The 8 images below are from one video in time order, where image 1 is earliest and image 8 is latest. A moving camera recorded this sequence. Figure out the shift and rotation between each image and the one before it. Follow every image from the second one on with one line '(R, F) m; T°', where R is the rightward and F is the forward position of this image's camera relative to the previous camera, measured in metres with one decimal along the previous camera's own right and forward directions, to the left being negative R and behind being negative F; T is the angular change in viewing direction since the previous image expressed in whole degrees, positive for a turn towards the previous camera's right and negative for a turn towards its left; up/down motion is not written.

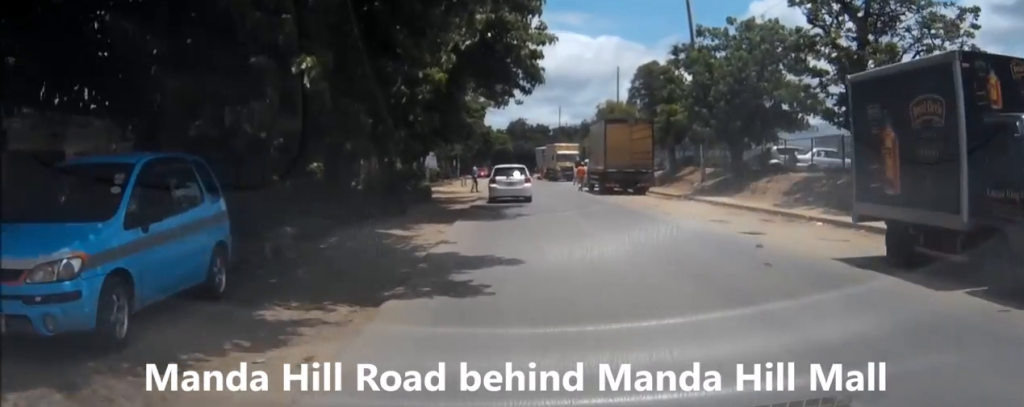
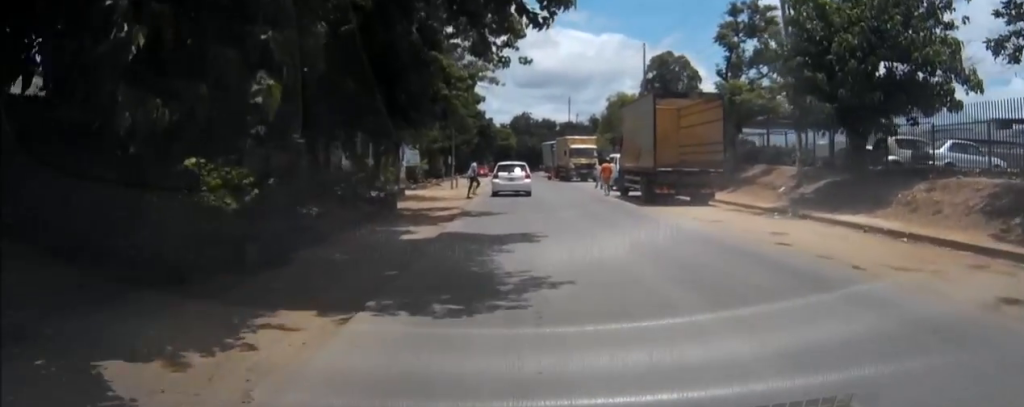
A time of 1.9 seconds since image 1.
(+0.3, +11.3) m; 0°
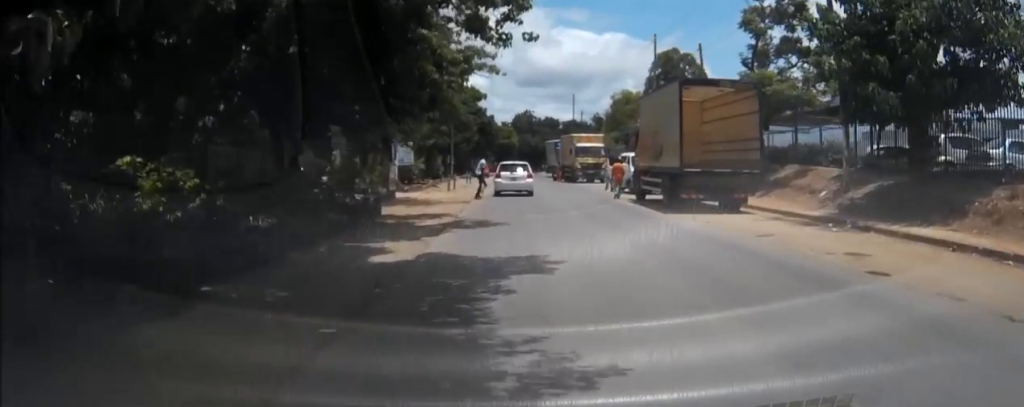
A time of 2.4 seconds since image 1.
(-0.1, +3.5) m; 0°
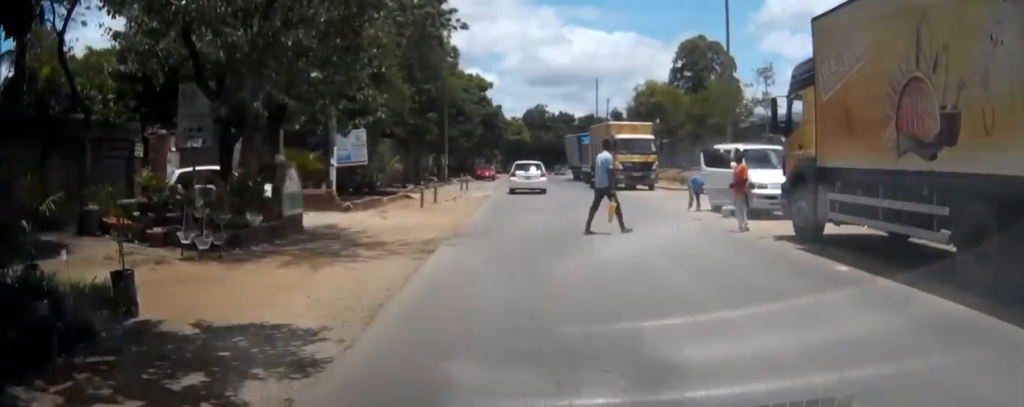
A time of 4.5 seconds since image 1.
(+0.1, +15.9) m; +1°
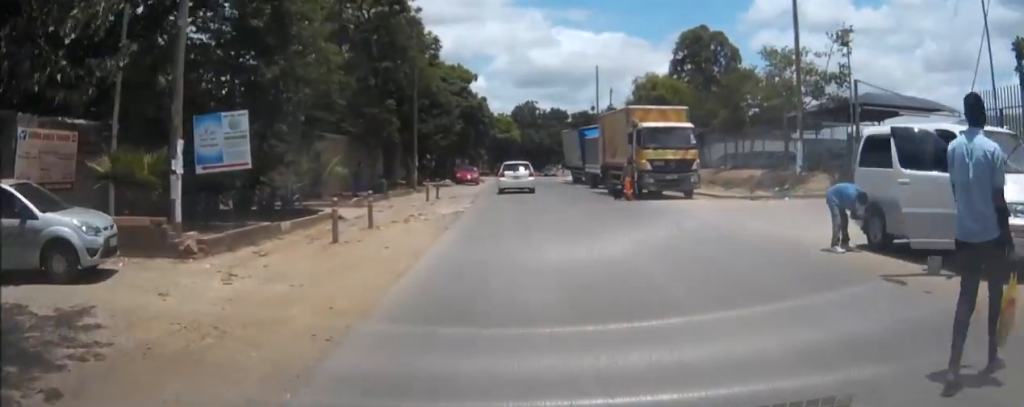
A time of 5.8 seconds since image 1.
(0.0, +10.8) m; 0°
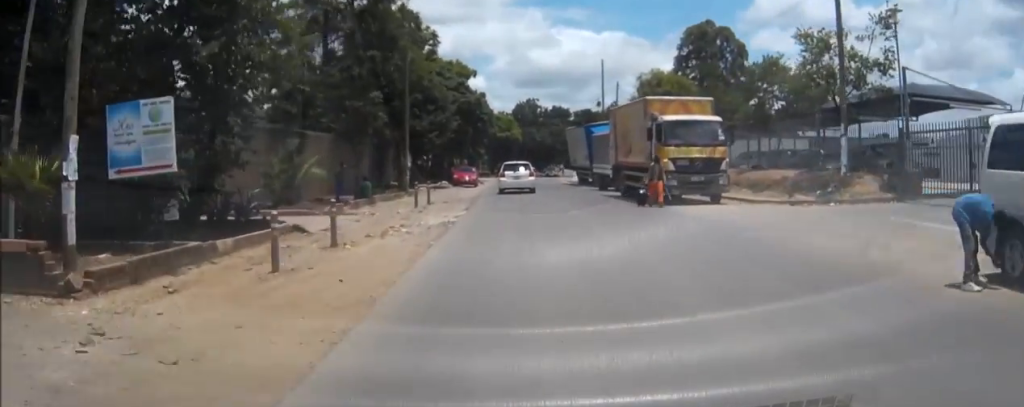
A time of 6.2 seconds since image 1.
(0.0, +3.8) m; 0°
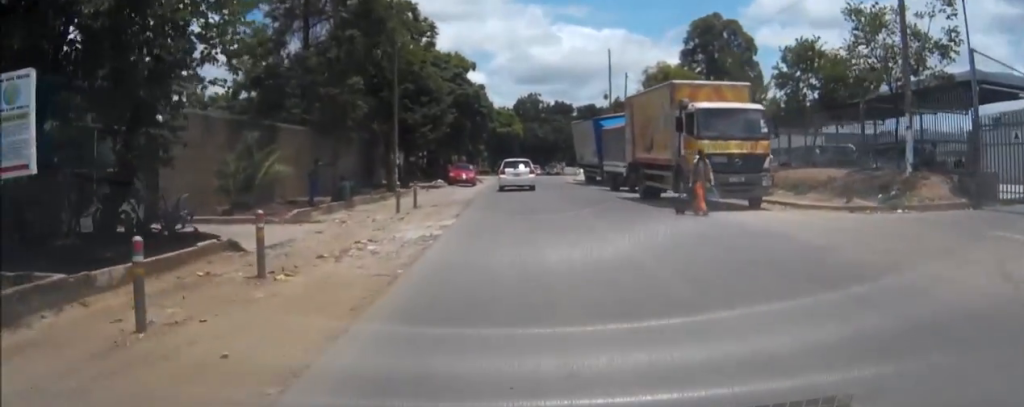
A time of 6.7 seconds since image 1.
(0.0, +4.1) m; 0°
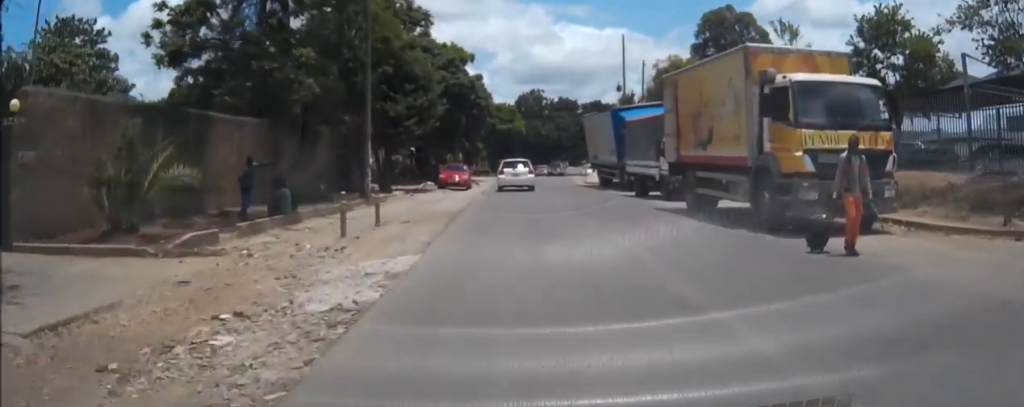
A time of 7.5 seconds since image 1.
(0.0, +7.0) m; 0°
